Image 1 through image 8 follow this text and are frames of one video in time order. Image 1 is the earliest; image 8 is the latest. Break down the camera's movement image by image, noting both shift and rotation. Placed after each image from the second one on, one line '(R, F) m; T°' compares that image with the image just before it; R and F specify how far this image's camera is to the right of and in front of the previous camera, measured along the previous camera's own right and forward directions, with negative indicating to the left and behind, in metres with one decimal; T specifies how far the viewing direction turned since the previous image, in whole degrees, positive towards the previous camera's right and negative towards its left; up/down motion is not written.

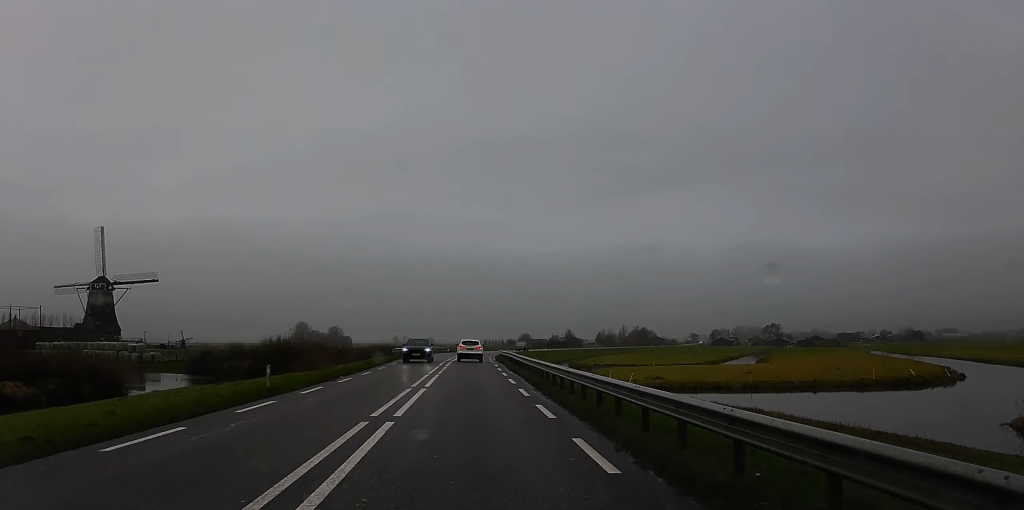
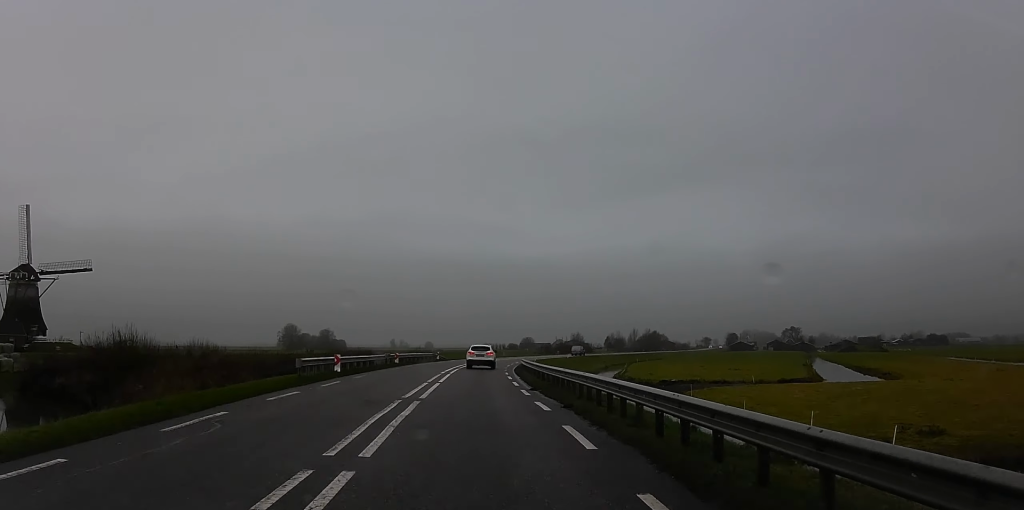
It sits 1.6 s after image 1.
(0.0, +33.5) m; -1°
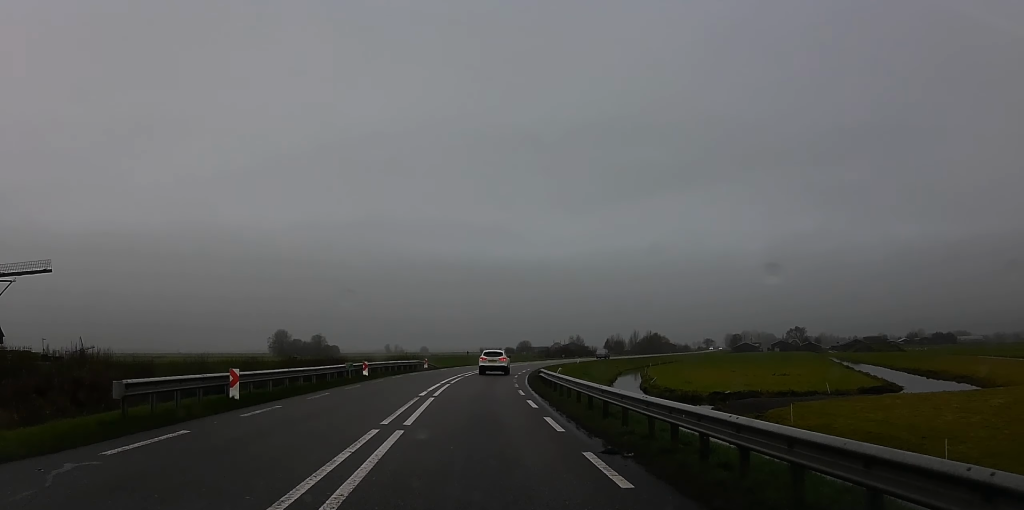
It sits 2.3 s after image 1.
(-0.7, +14.4) m; +1°
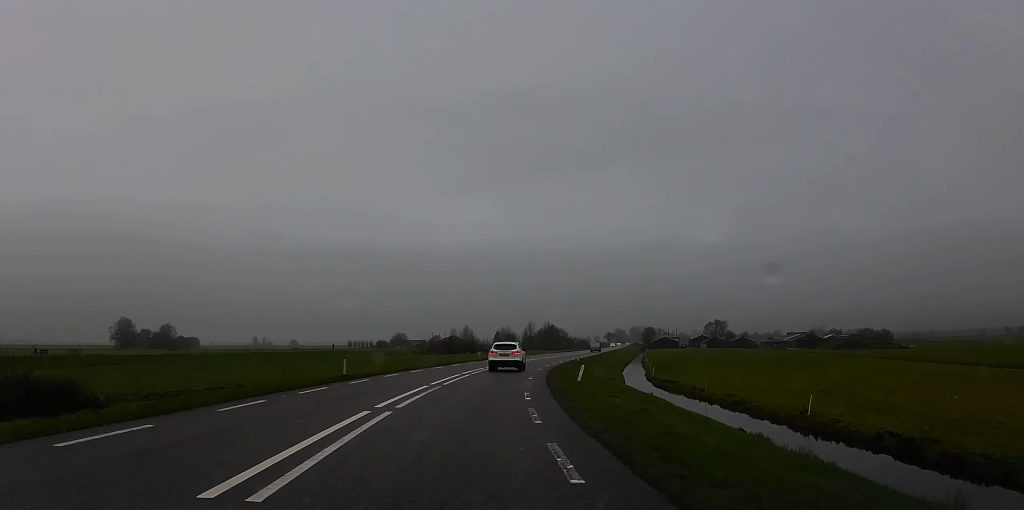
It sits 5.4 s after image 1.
(+3.6, +64.7) m; +9°
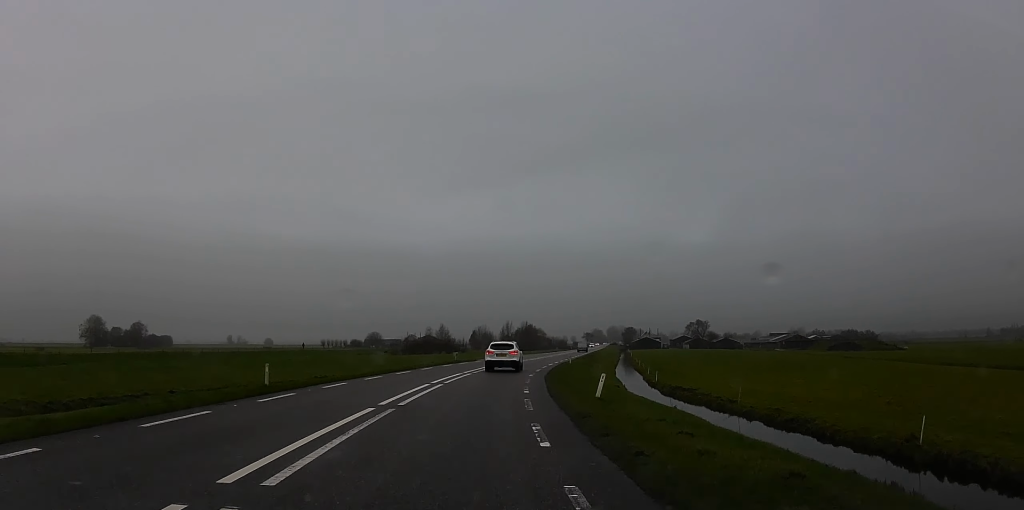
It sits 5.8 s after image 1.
(+0.7, +9.1) m; +3°
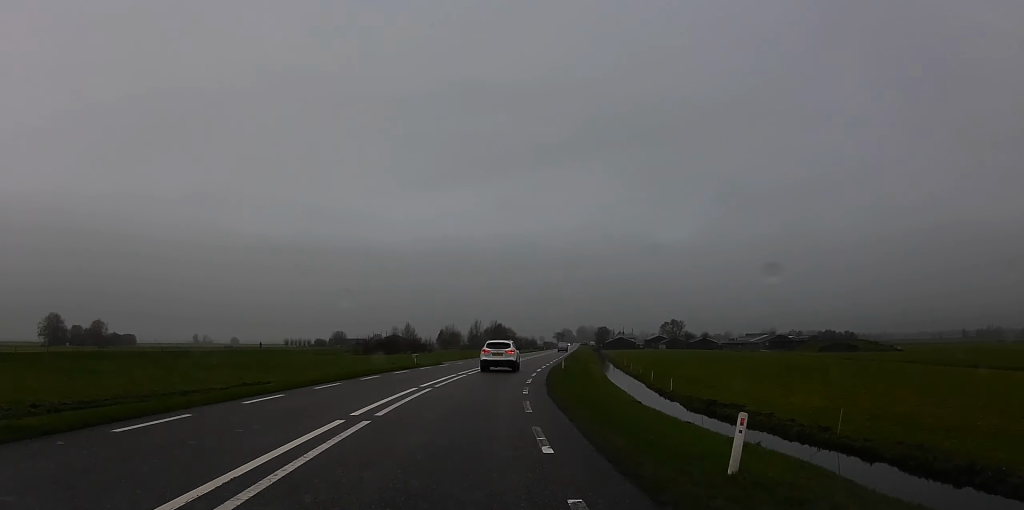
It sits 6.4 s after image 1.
(+0.4, +12.5) m; +4°
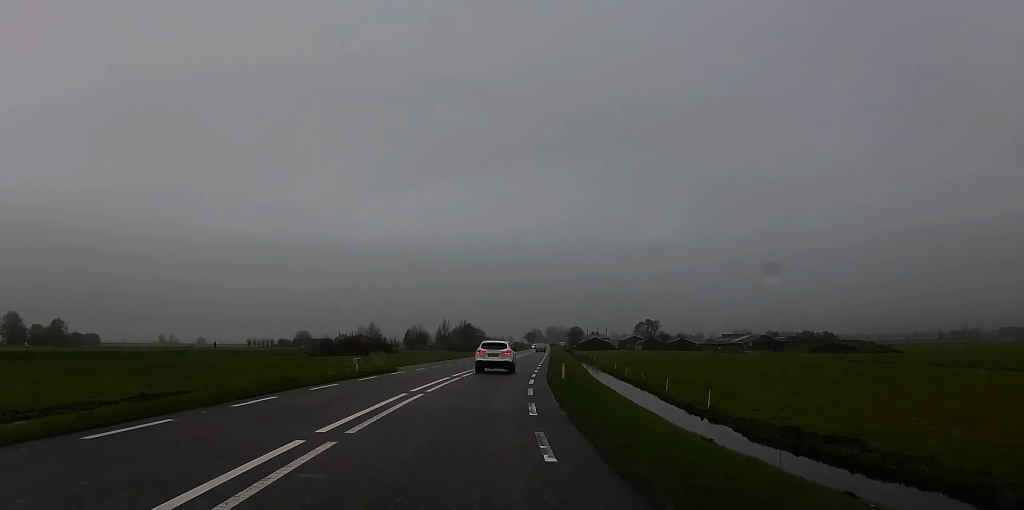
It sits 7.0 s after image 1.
(+0.4, +12.7) m; +2°
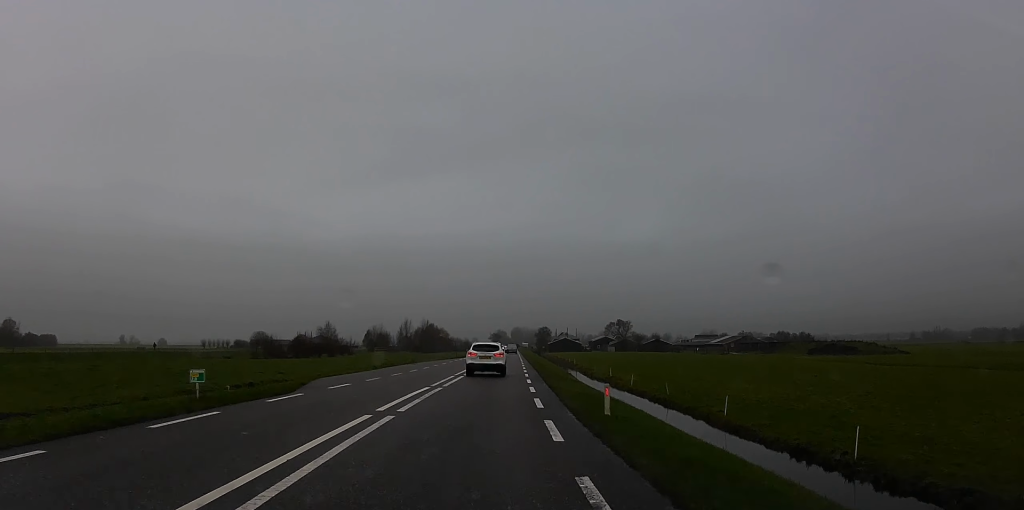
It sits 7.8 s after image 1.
(+0.3, +16.1) m; +1°
